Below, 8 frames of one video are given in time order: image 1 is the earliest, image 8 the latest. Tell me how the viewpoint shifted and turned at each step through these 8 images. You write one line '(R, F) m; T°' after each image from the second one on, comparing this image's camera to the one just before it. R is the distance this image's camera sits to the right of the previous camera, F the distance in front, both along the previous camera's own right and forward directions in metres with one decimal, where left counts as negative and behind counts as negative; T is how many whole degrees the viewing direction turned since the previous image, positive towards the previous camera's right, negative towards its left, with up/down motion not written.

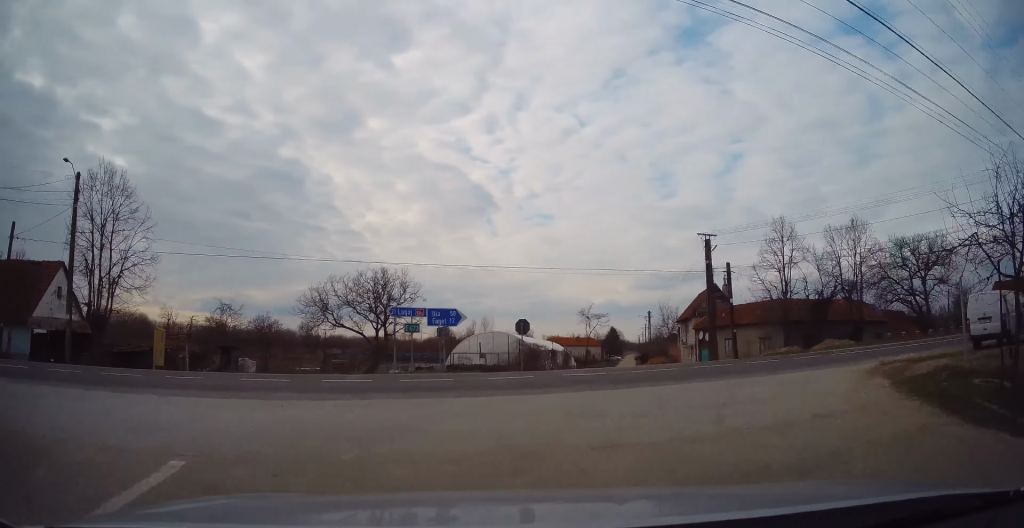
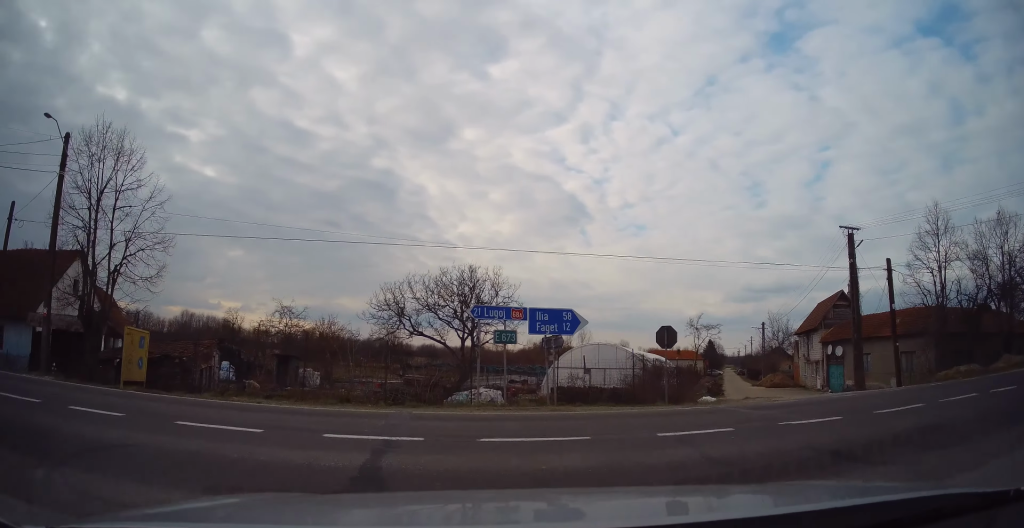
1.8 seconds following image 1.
(-0.2, +6.3) m; -7°
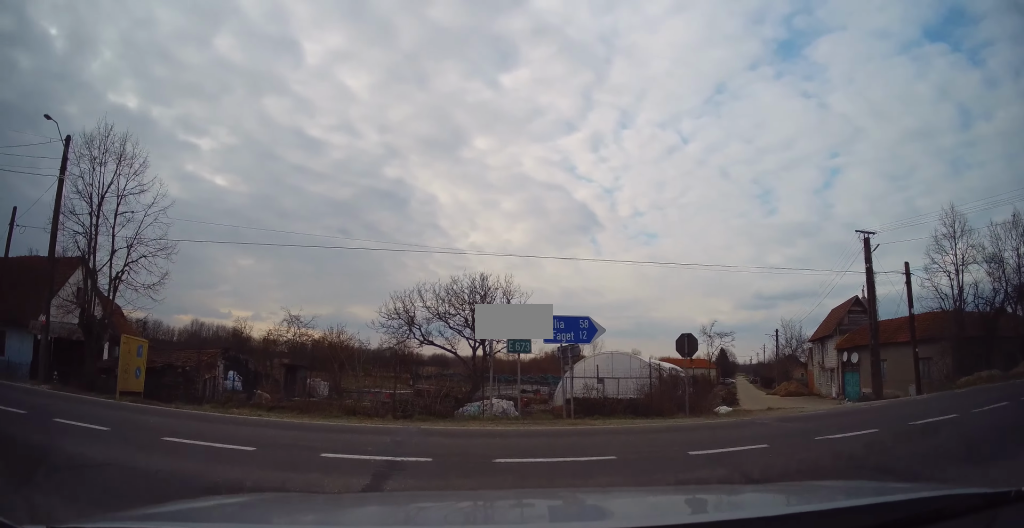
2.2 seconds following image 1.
(+0.1, +0.9) m; -5°
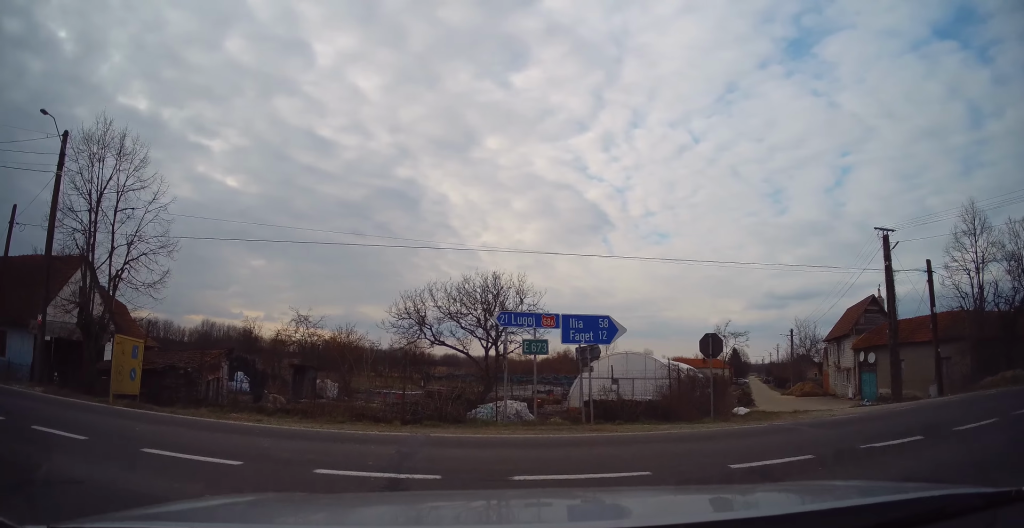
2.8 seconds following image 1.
(-0.3, +1.1) m; -16°
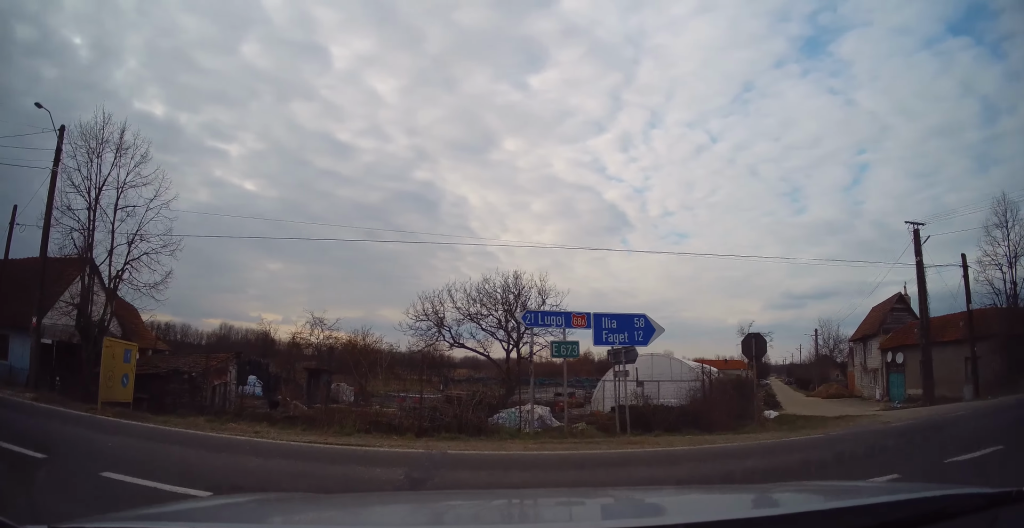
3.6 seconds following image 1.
(-0.2, +1.5) m; -14°
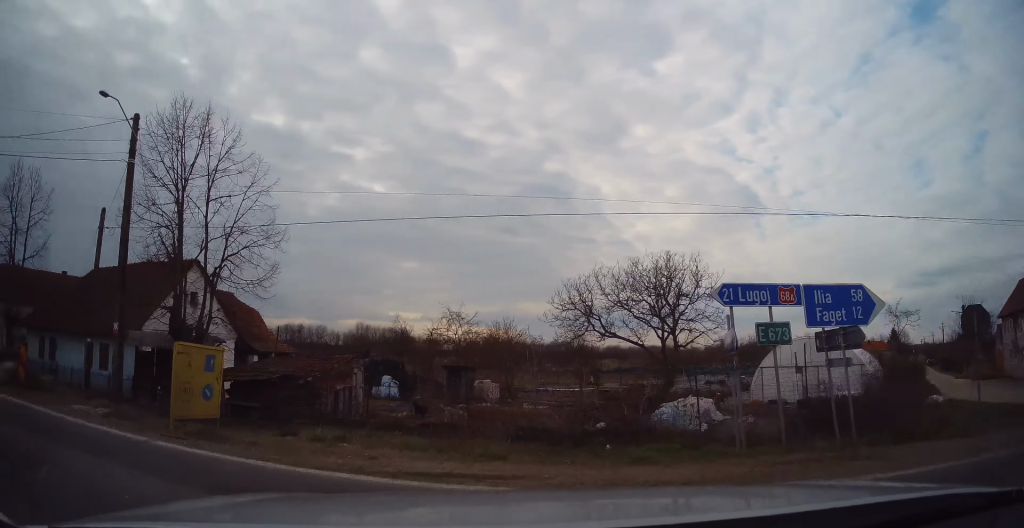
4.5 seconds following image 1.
(-0.4, +2.6) m; -20°
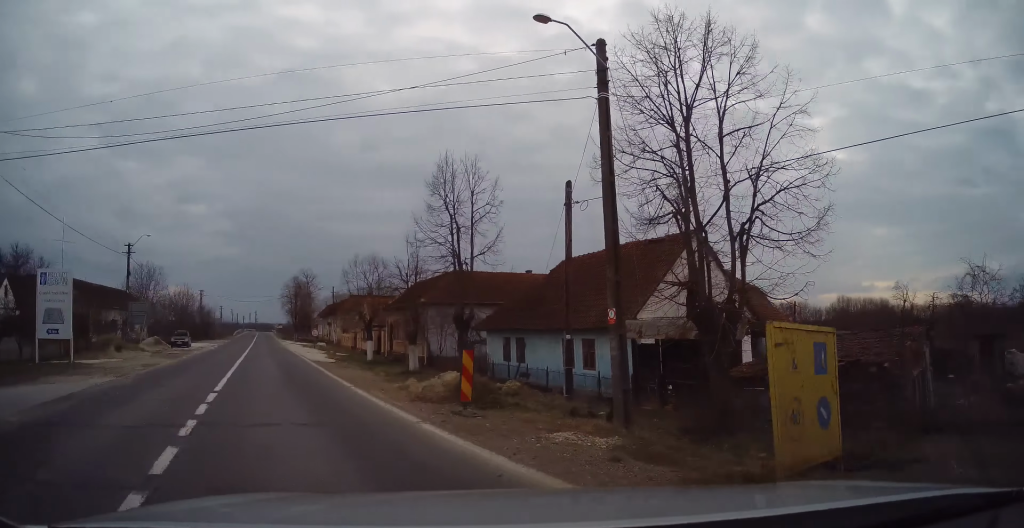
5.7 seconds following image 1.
(-1.2, +4.5) m; -27°
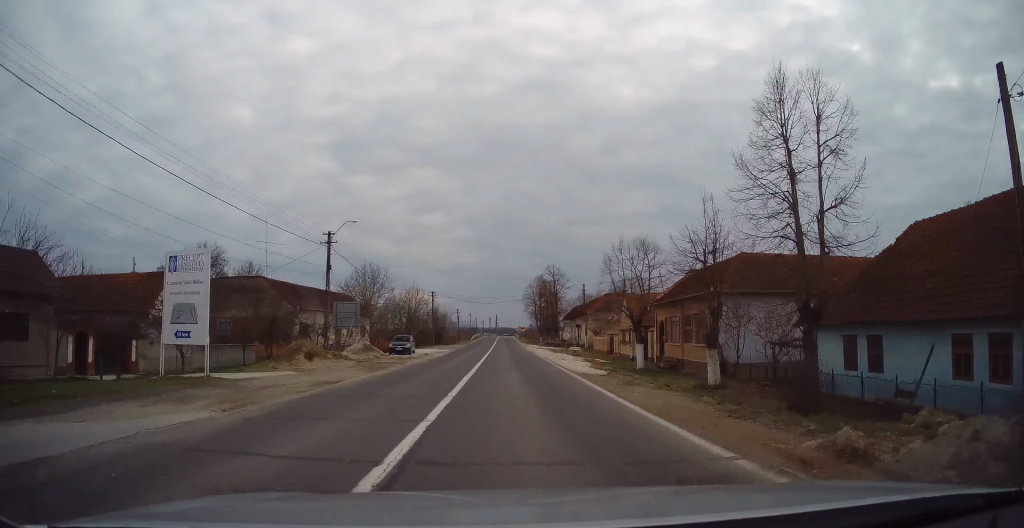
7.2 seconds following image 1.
(-1.7, +8.9) m; -13°
